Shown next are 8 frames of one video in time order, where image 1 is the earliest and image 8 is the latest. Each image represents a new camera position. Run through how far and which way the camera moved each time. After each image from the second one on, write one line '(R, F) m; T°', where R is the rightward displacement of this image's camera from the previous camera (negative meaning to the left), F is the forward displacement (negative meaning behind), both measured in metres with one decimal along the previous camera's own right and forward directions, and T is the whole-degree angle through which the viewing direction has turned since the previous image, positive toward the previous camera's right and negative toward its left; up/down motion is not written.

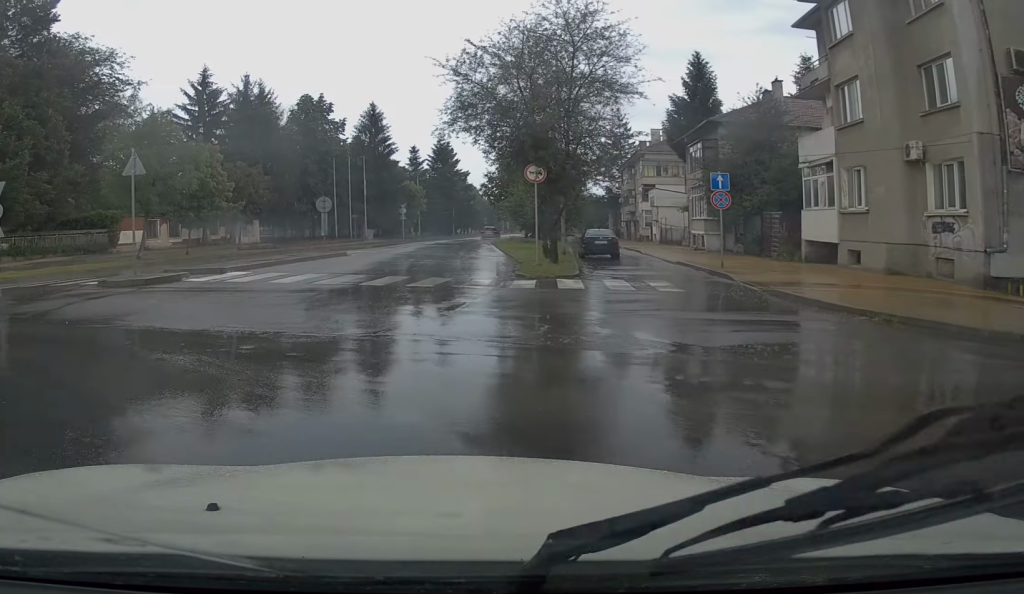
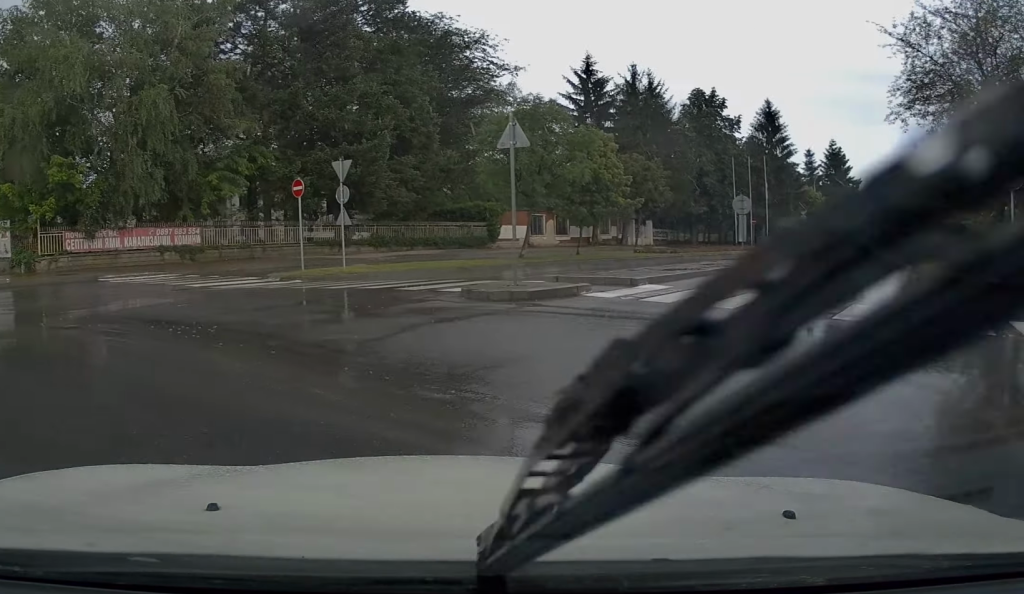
(-0.6, +4.6) m; -33°
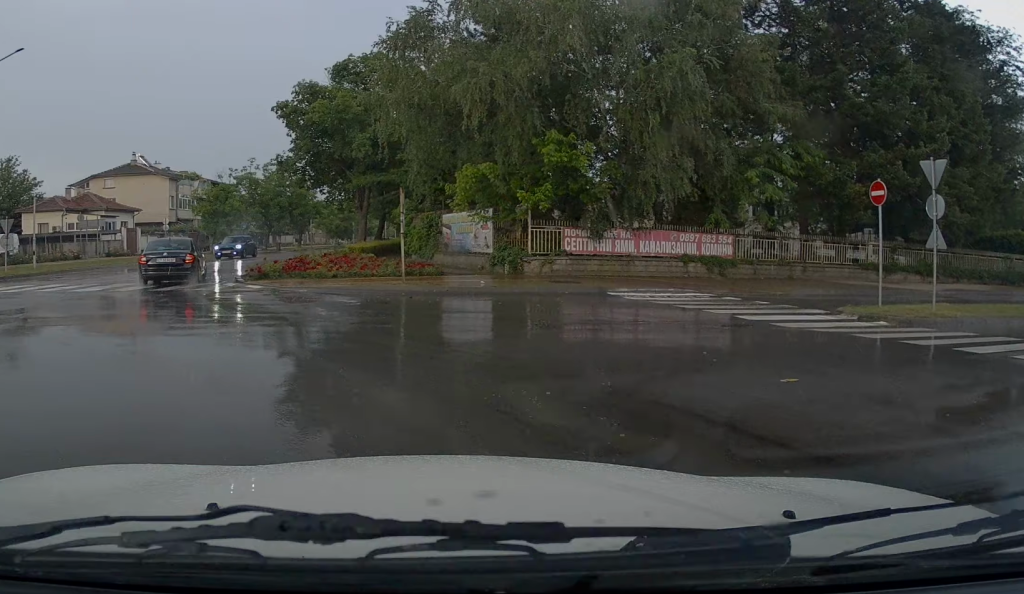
(-2.8, +5.4) m; -39°
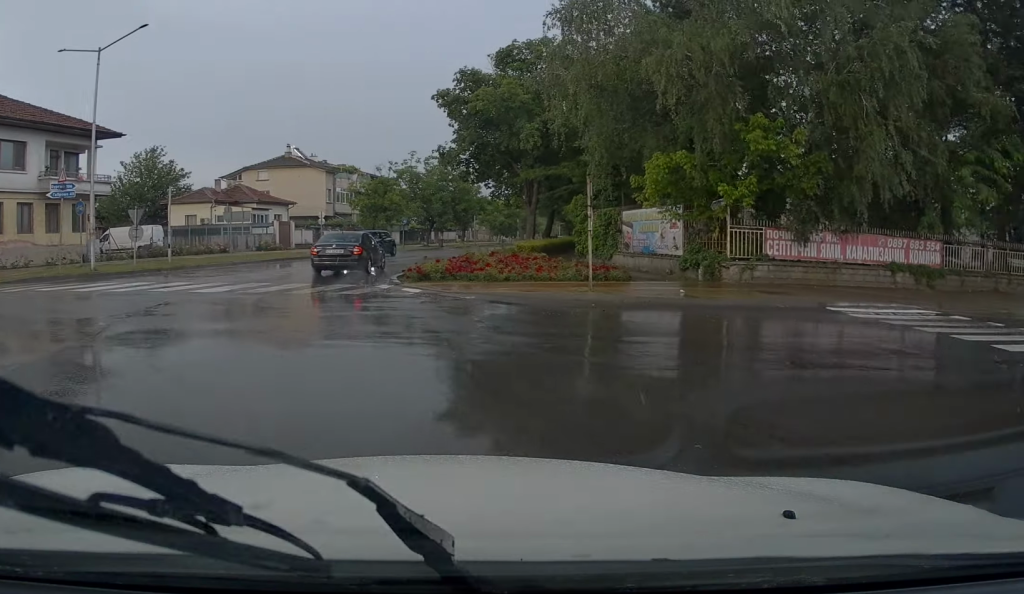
(-0.4, +3.1) m; -10°
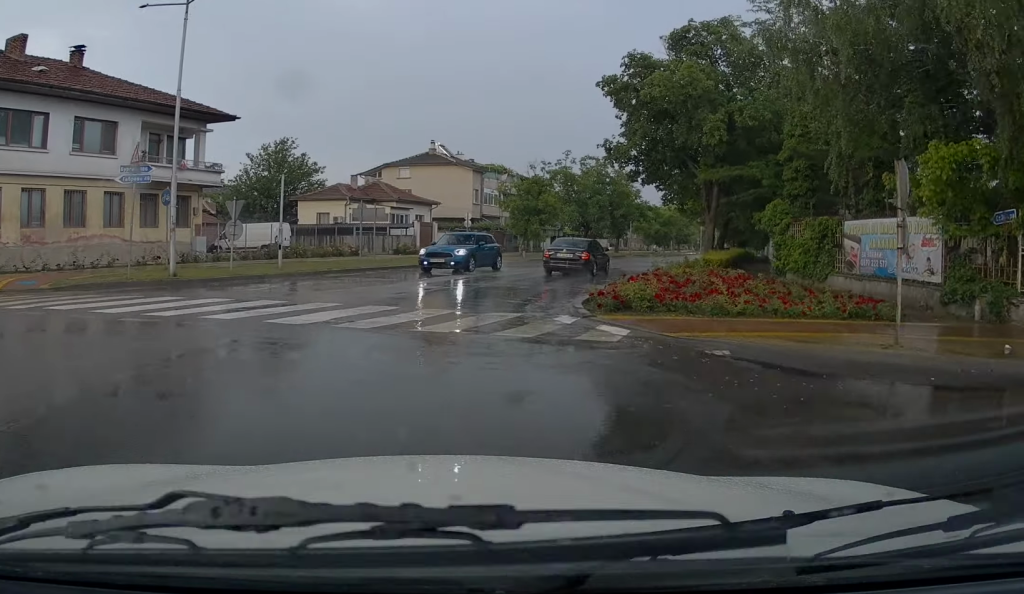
(-0.9, +6.3) m; -11°
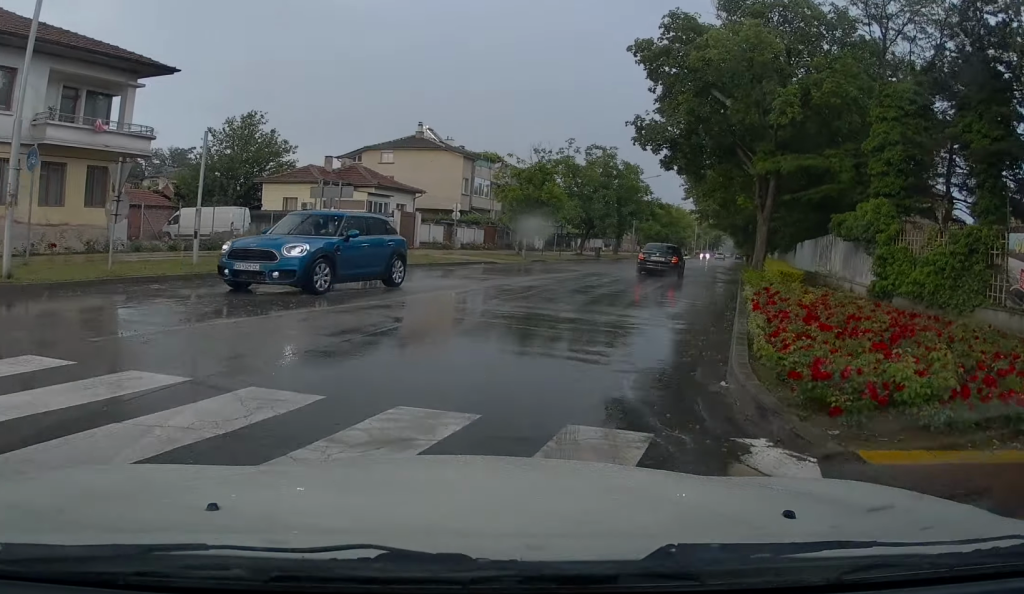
(-0.6, +8.4) m; 0°
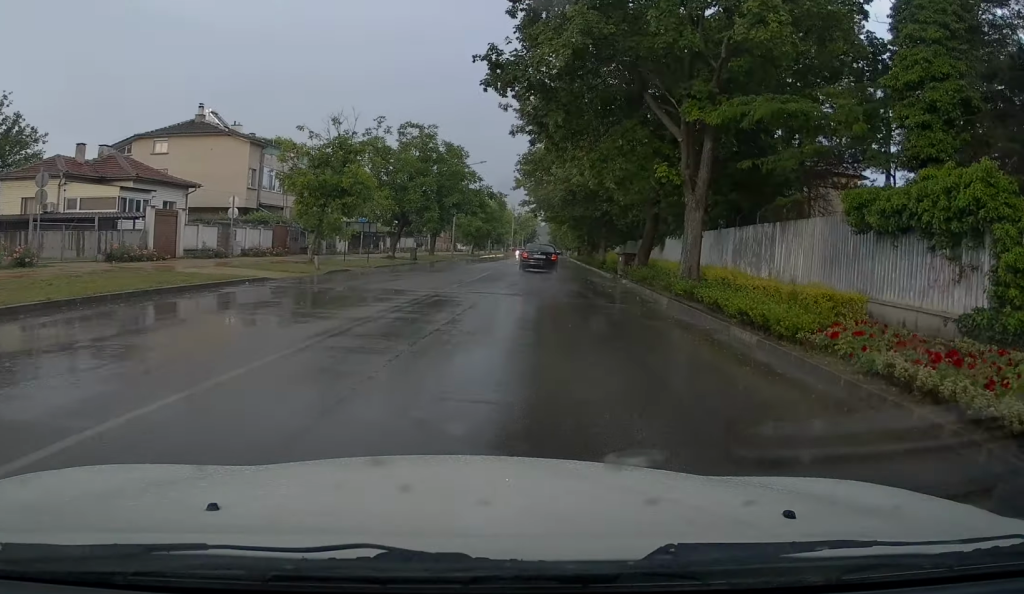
(+1.5, +11.8) m; +16°
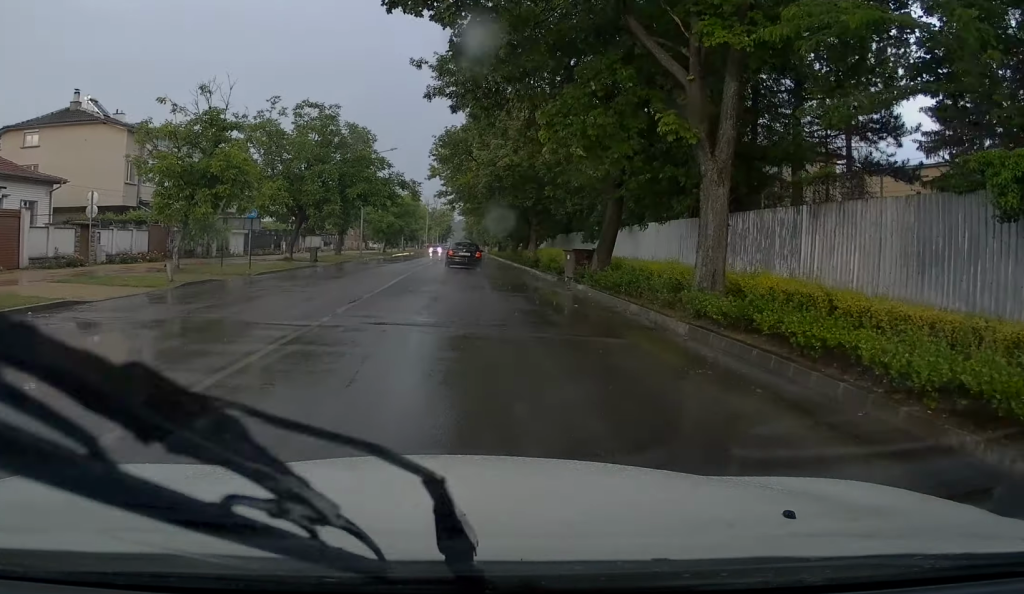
(+0.6, +7.0) m; +7°
